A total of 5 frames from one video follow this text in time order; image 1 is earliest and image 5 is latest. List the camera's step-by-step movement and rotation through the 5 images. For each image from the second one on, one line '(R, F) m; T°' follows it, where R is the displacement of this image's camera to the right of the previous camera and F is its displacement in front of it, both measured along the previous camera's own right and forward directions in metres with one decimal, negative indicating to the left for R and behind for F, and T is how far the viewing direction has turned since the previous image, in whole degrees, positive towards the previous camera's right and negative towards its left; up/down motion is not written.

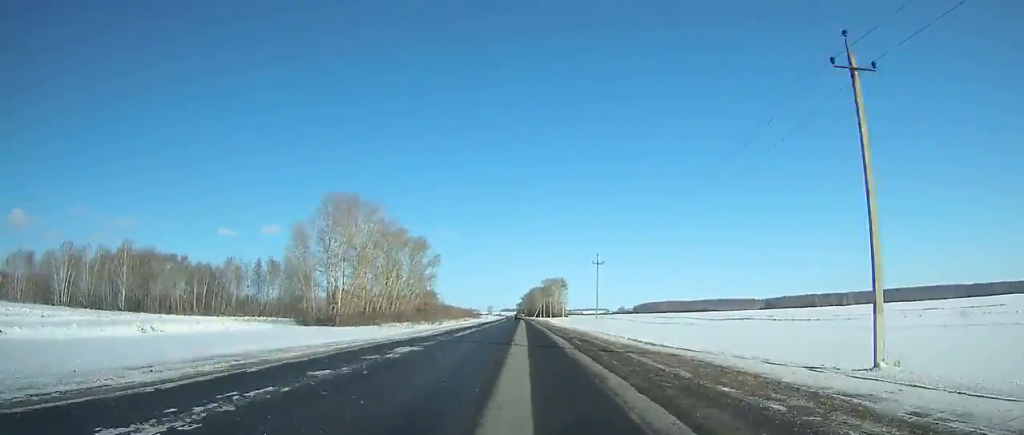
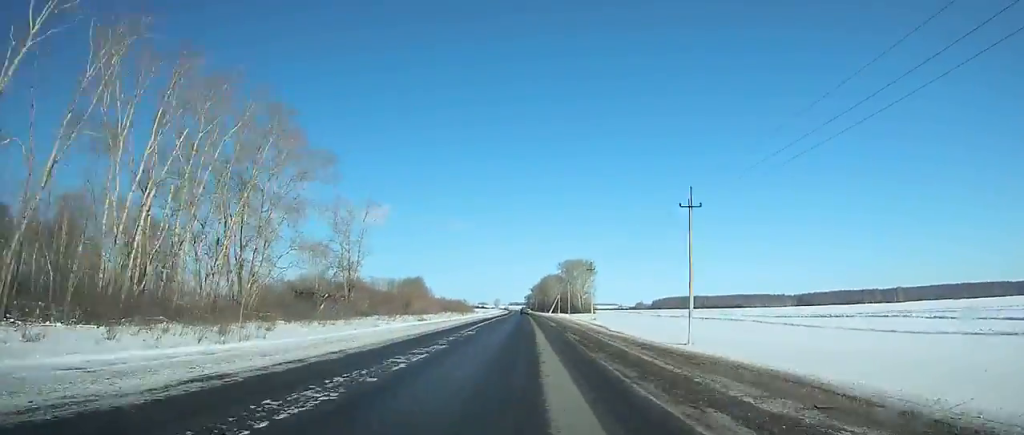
(-0.9, +99.1) m; -1°
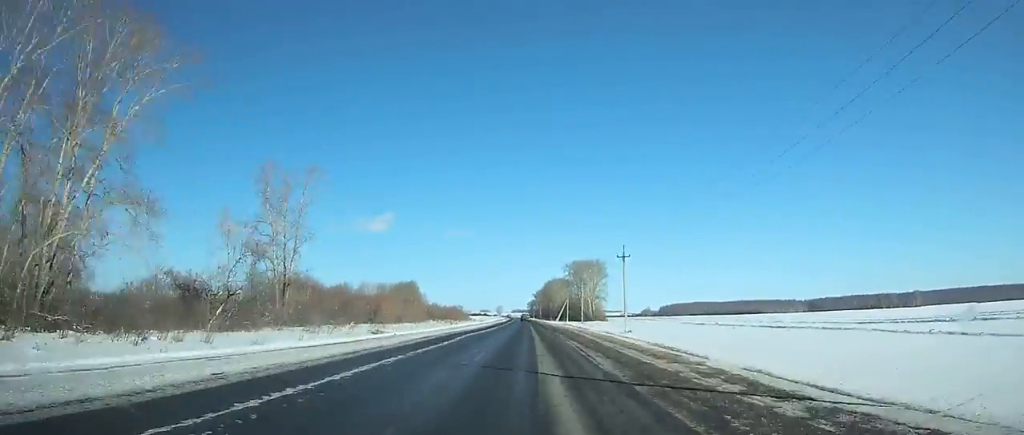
(0.0, +31.2) m; 0°
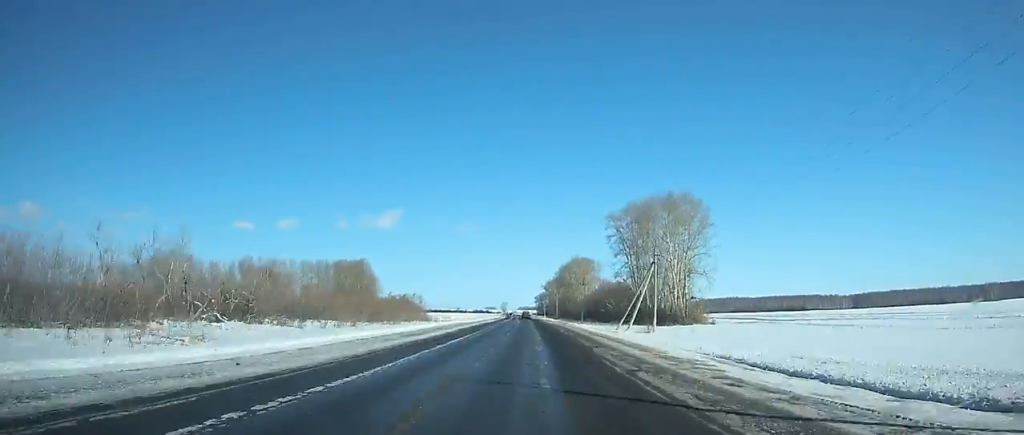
(+0.1, +119.6) m; 0°
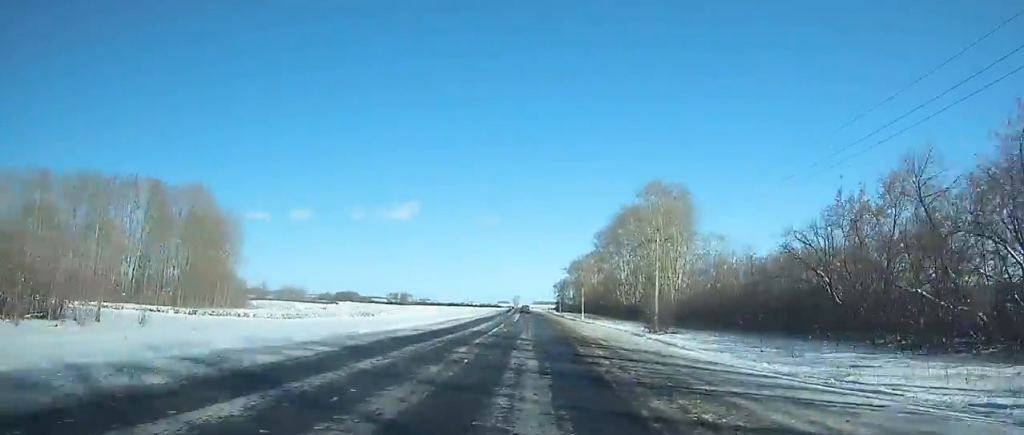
(-1.6, +130.0) m; -1°
